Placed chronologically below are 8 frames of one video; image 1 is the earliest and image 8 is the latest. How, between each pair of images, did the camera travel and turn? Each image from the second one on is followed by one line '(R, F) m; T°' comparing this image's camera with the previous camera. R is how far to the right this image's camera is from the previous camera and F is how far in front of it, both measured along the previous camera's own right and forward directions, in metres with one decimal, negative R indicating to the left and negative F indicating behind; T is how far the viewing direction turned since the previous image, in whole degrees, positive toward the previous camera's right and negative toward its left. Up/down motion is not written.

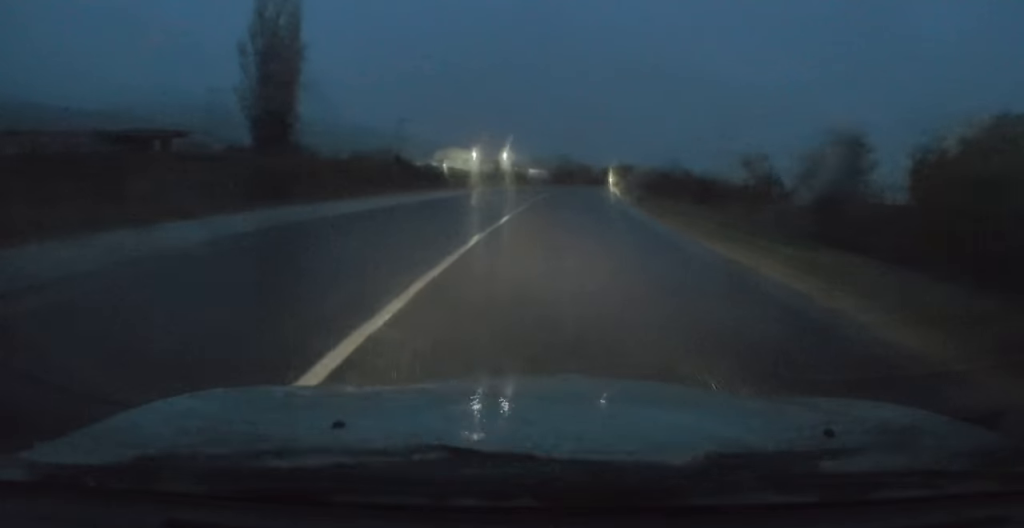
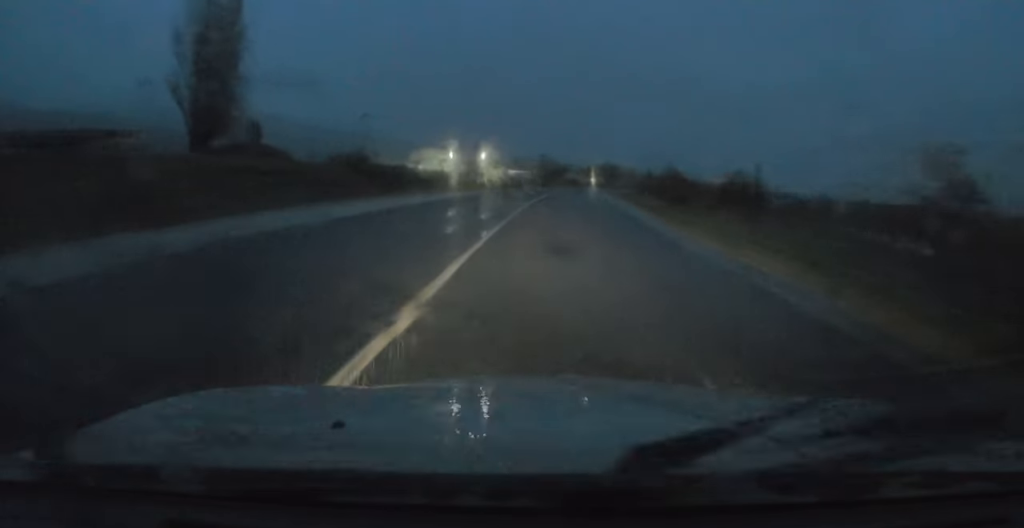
(+0.2, +10.0) m; +1°
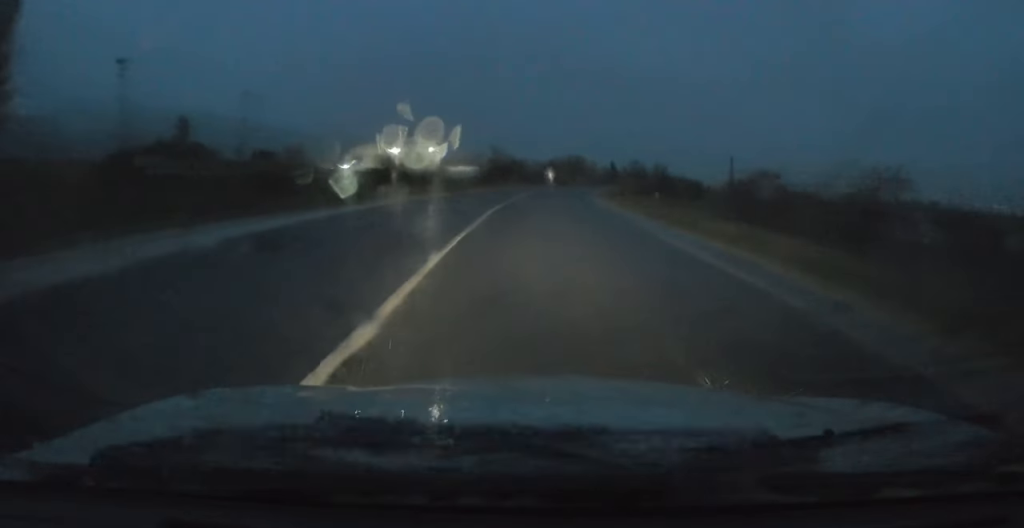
(+0.4, +24.9) m; +3°
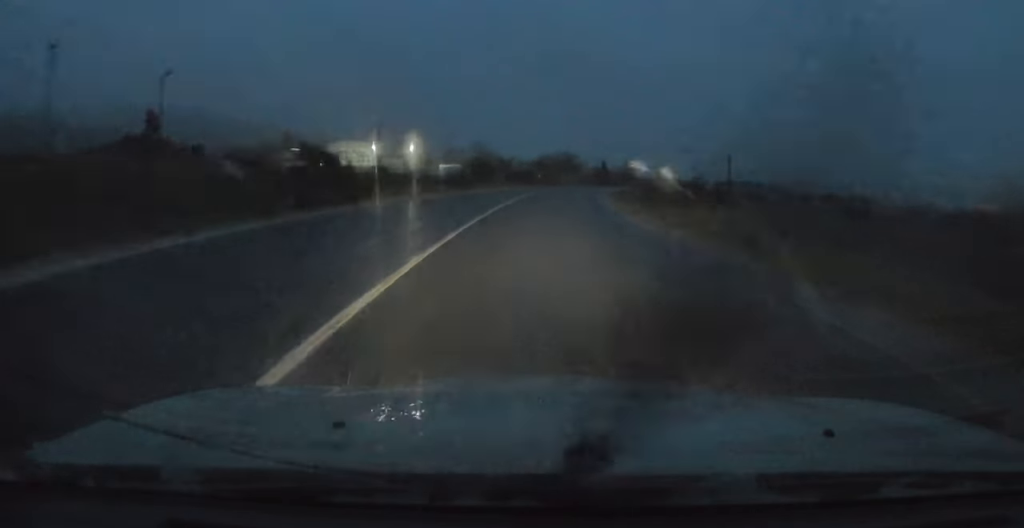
(+0.4, +13.0) m; +1°
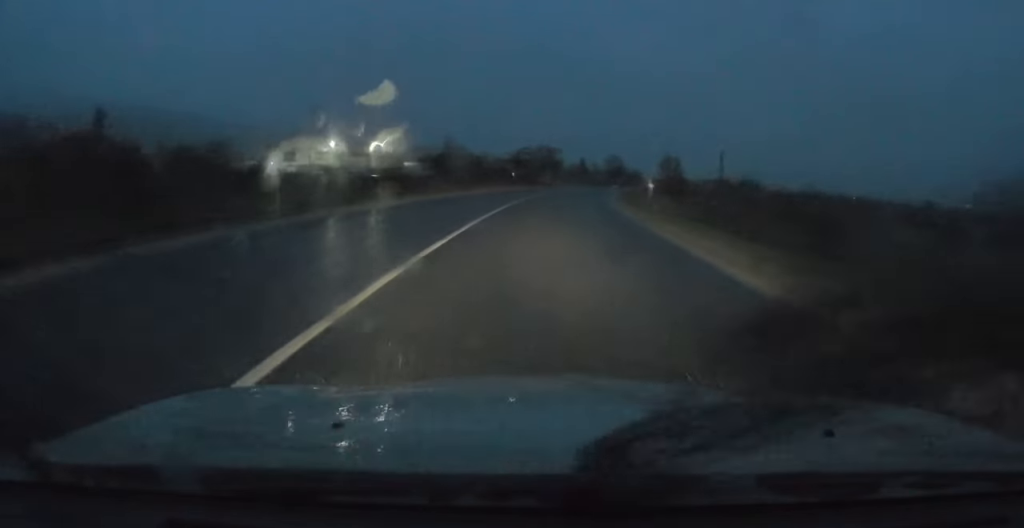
(+0.3, +19.2) m; +2°
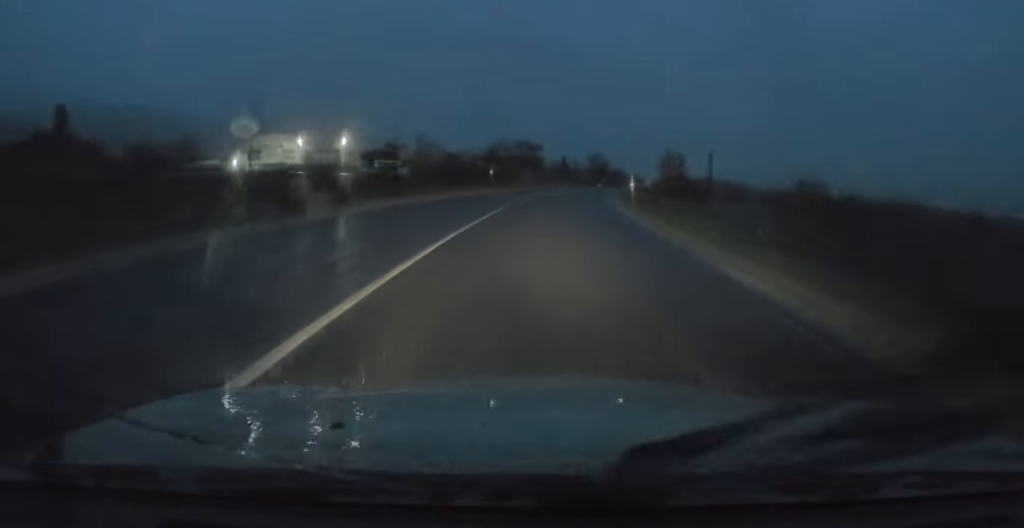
(-0.1, +11.0) m; +2°
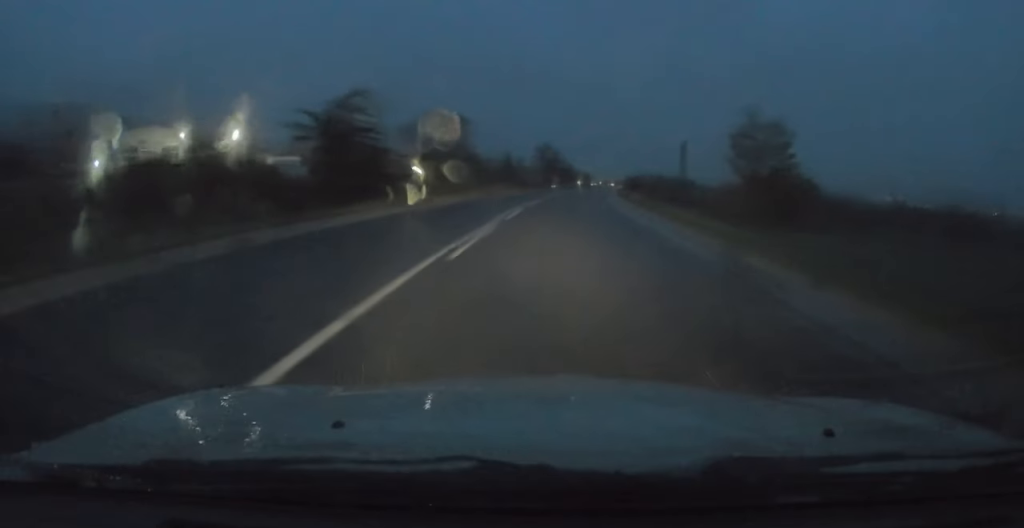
(+2.6, +37.4) m; +6°
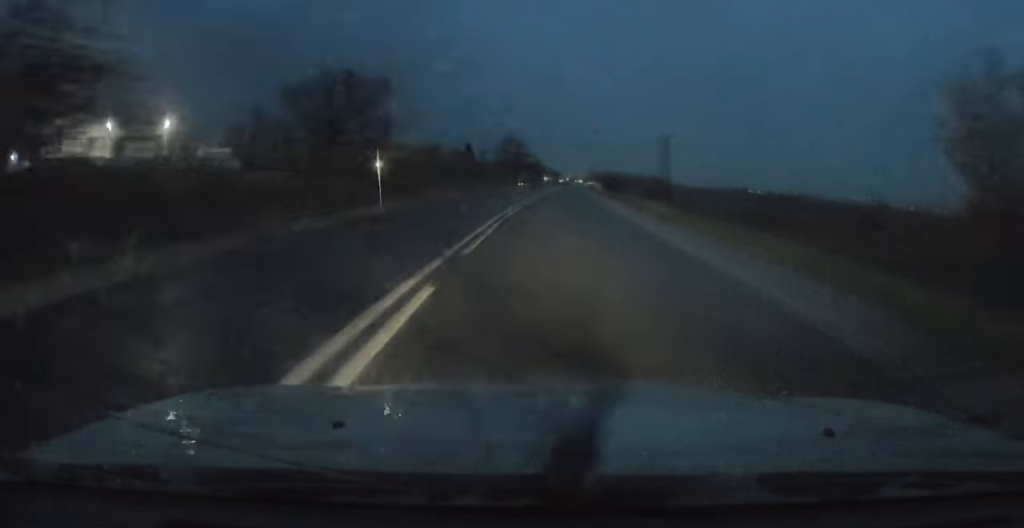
(+0.3, +17.2) m; +1°
